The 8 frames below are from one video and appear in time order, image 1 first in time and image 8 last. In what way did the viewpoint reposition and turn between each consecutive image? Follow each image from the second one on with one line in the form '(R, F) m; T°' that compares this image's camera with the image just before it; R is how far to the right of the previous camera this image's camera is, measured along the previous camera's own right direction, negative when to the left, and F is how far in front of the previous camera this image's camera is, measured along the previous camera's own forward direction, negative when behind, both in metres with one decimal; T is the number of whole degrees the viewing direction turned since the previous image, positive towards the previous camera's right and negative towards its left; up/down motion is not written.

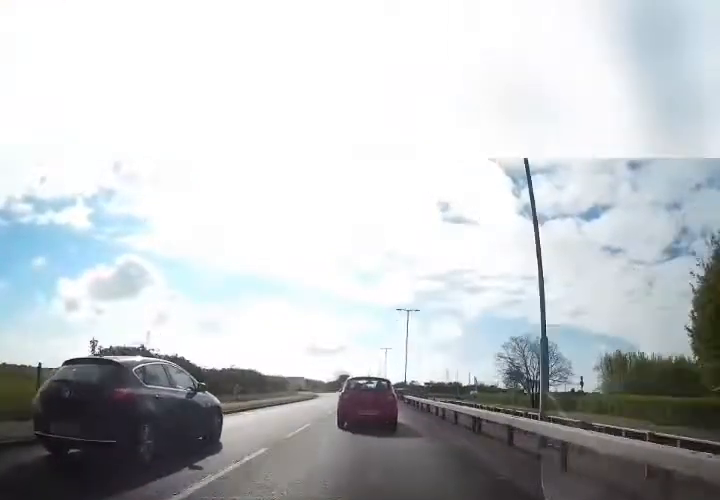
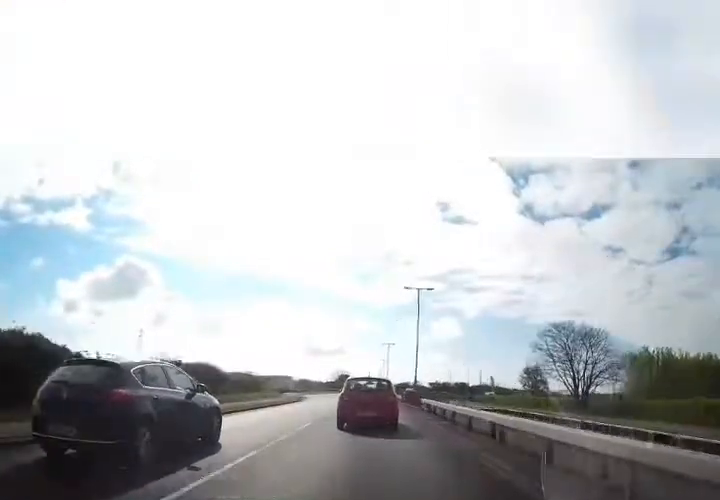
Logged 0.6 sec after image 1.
(-0.1, +12.3) m; -1°
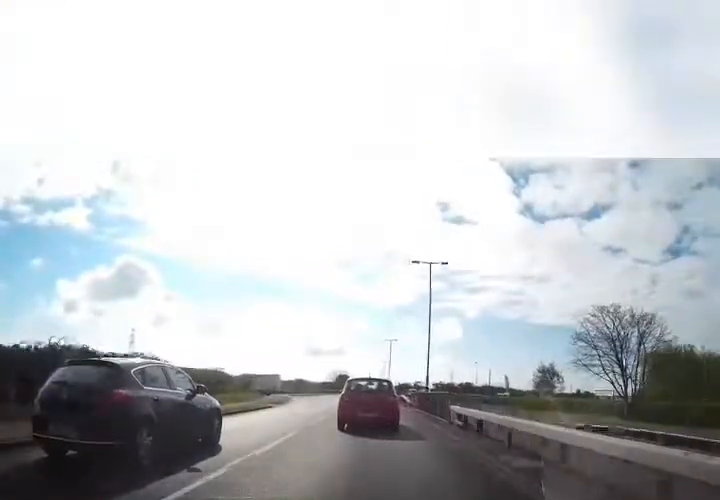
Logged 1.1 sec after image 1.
(0.0, +8.8) m; -1°
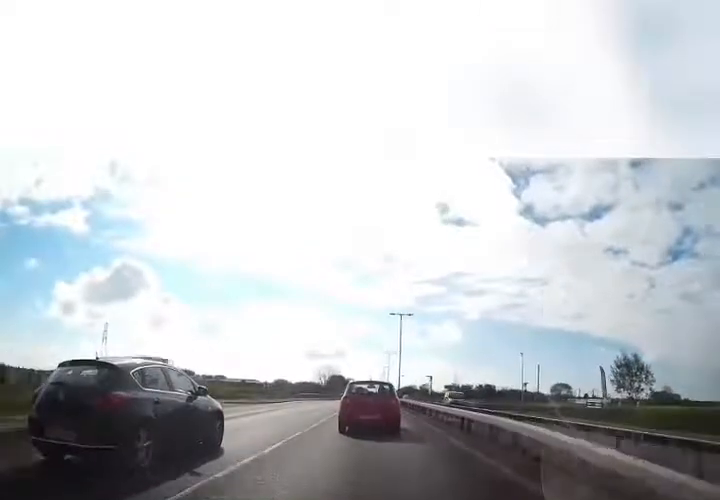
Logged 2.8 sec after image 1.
(-0.3, +29.1) m; 0°
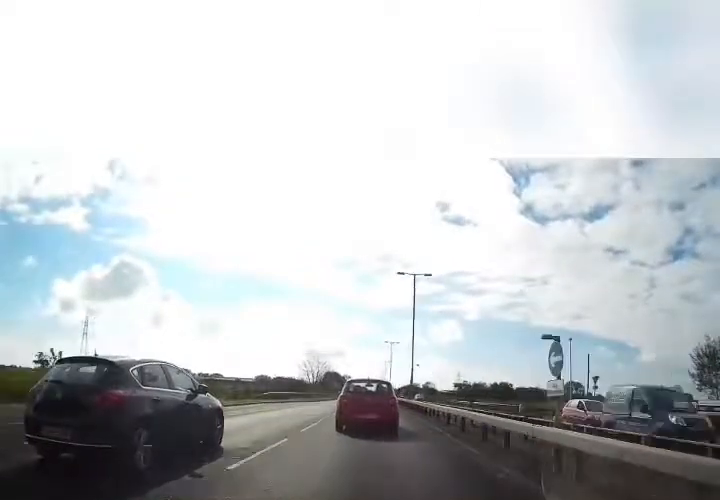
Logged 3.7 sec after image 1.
(+0.3, +16.9) m; 0°
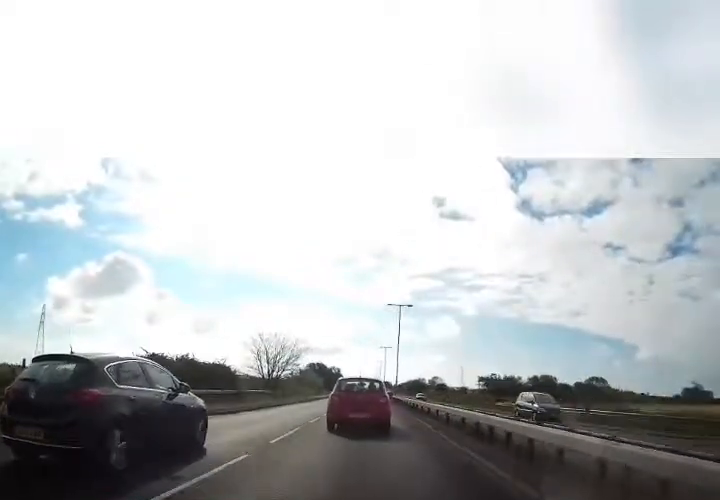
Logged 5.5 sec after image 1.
(-0.2, +33.0) m; 0°
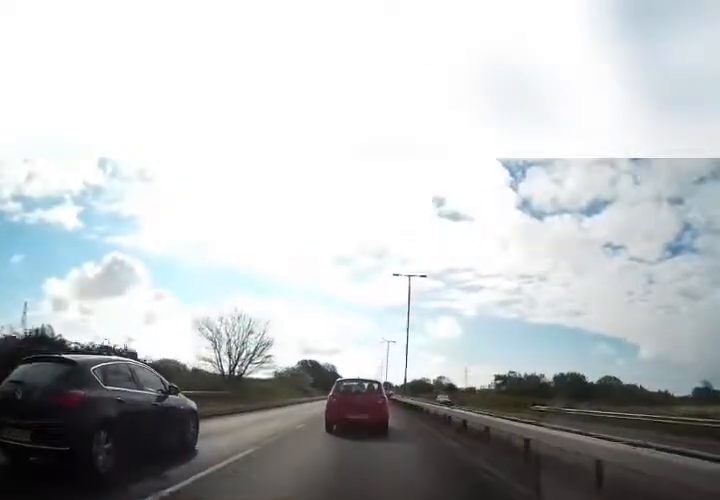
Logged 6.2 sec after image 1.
(0.0, +13.3) m; 0°
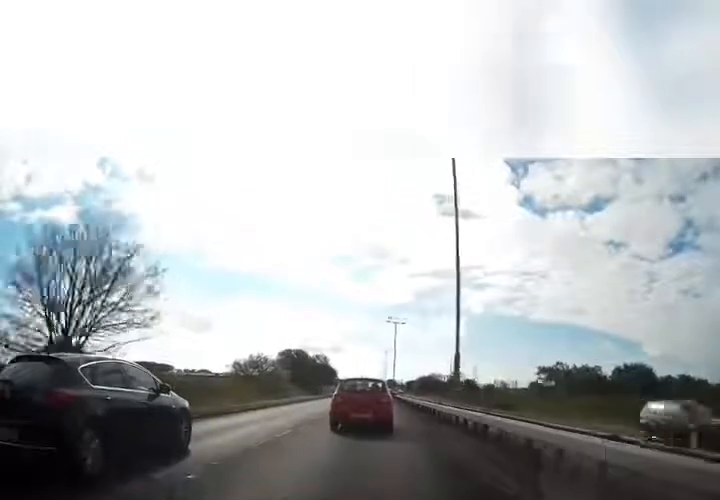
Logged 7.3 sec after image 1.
(+0.1, +19.8) m; 0°
